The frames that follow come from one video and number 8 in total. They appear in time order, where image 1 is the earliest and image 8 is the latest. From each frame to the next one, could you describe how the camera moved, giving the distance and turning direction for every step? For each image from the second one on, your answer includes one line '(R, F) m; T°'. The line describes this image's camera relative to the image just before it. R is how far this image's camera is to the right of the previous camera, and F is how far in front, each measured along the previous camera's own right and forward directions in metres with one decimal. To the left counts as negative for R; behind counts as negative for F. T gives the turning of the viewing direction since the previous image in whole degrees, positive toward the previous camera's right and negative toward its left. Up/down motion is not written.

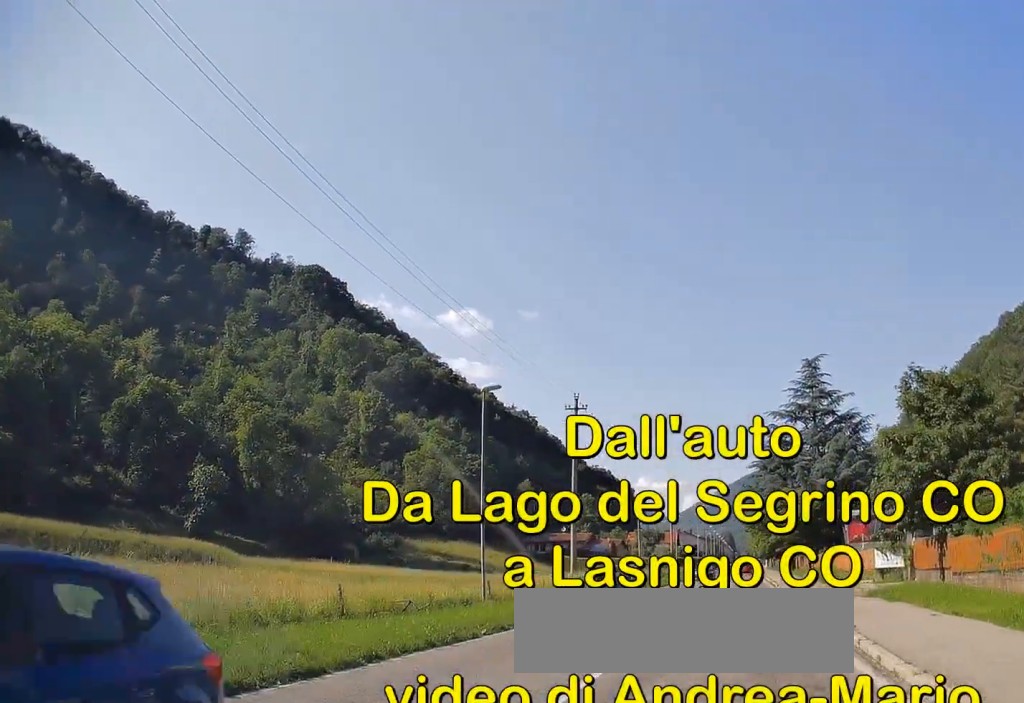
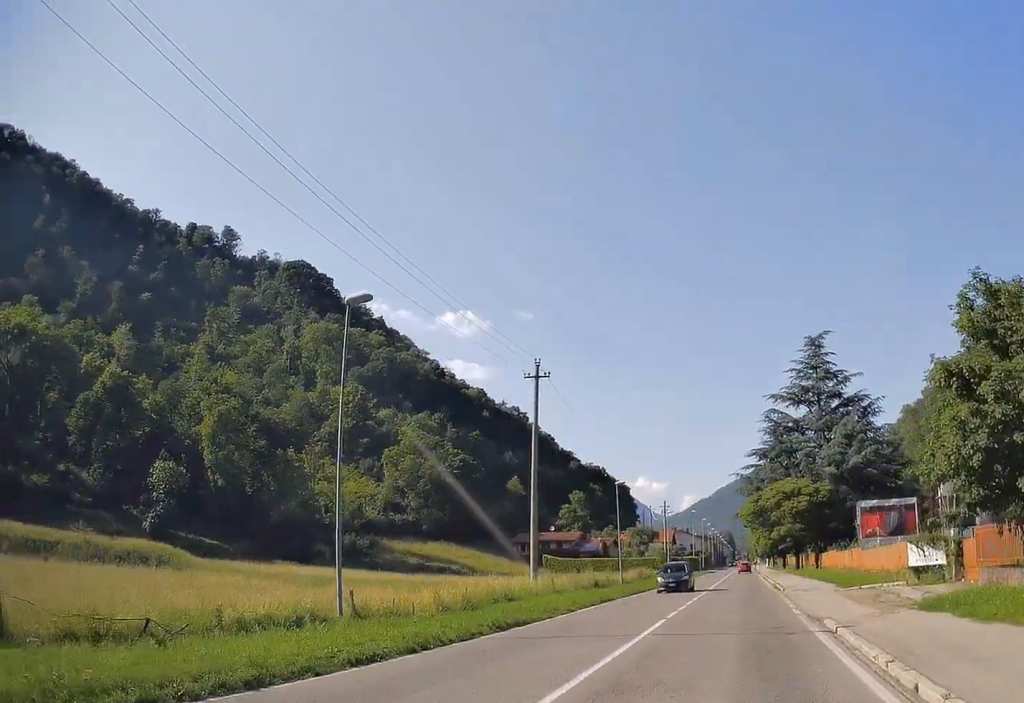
(+0.3, +9.0) m; +3°
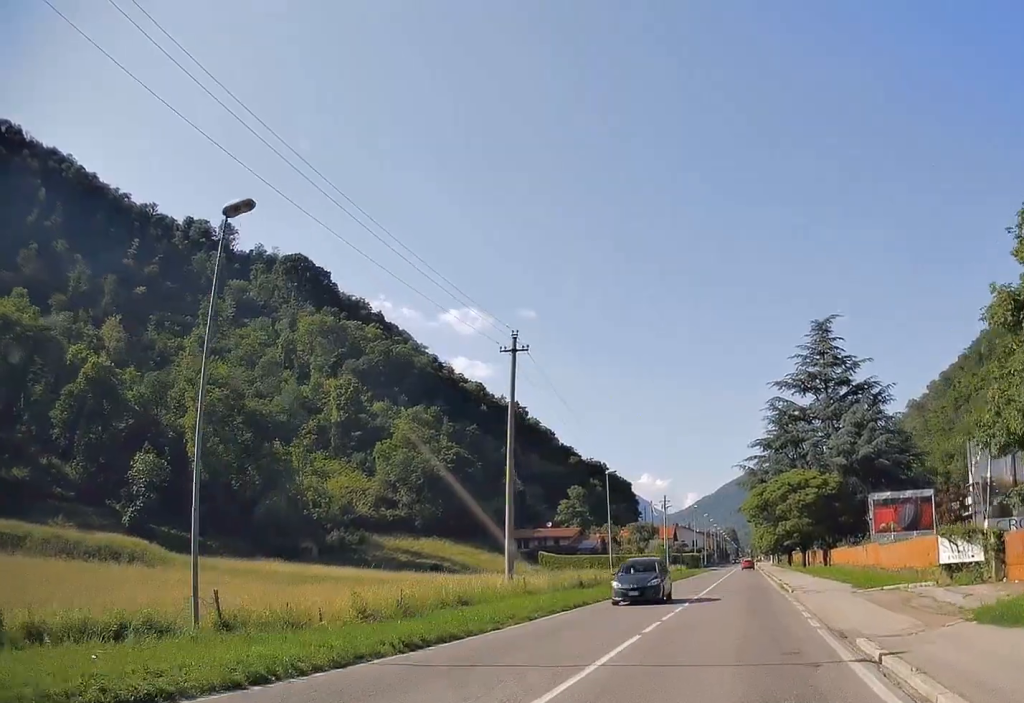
(+0.2, +4.9) m; +1°
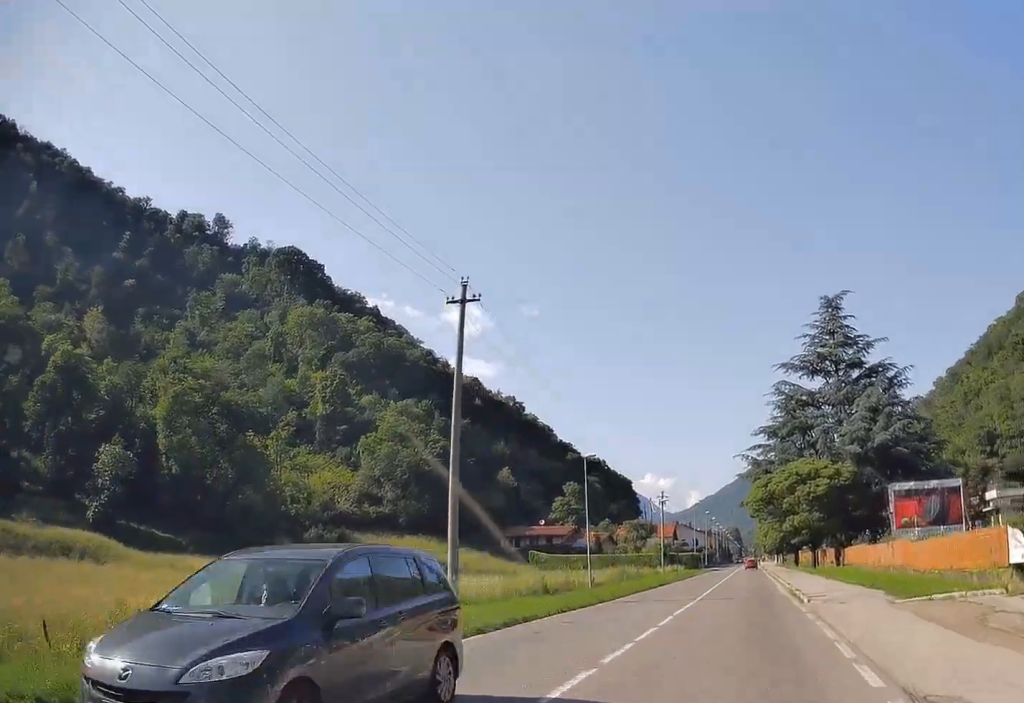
(0.0, +7.9) m; -1°
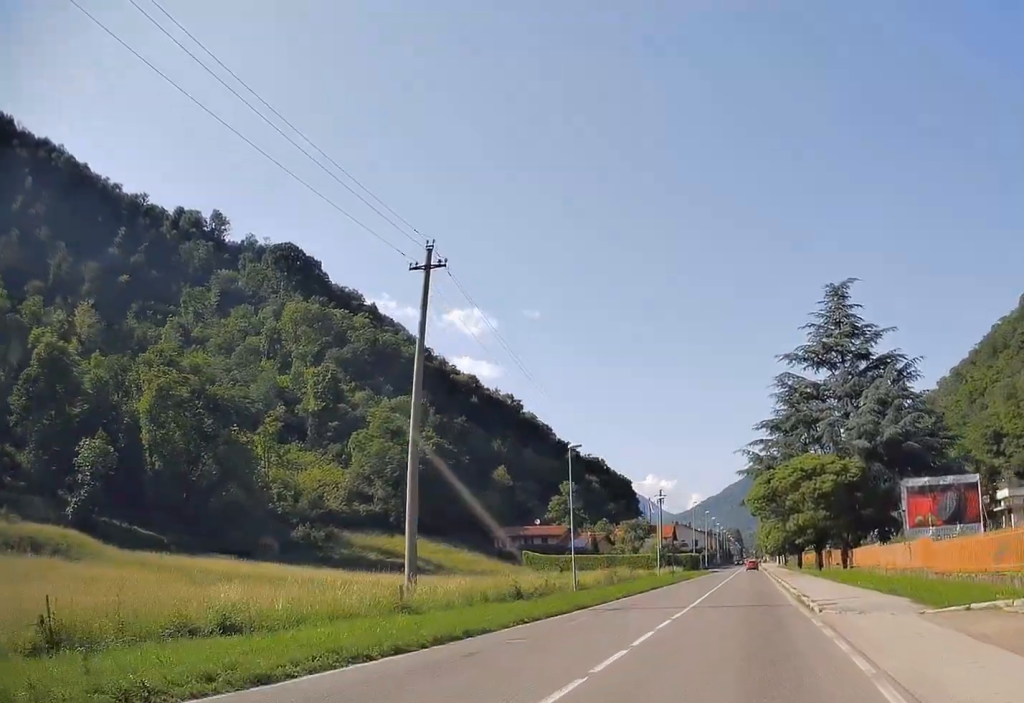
(0.0, +4.2) m; -1°
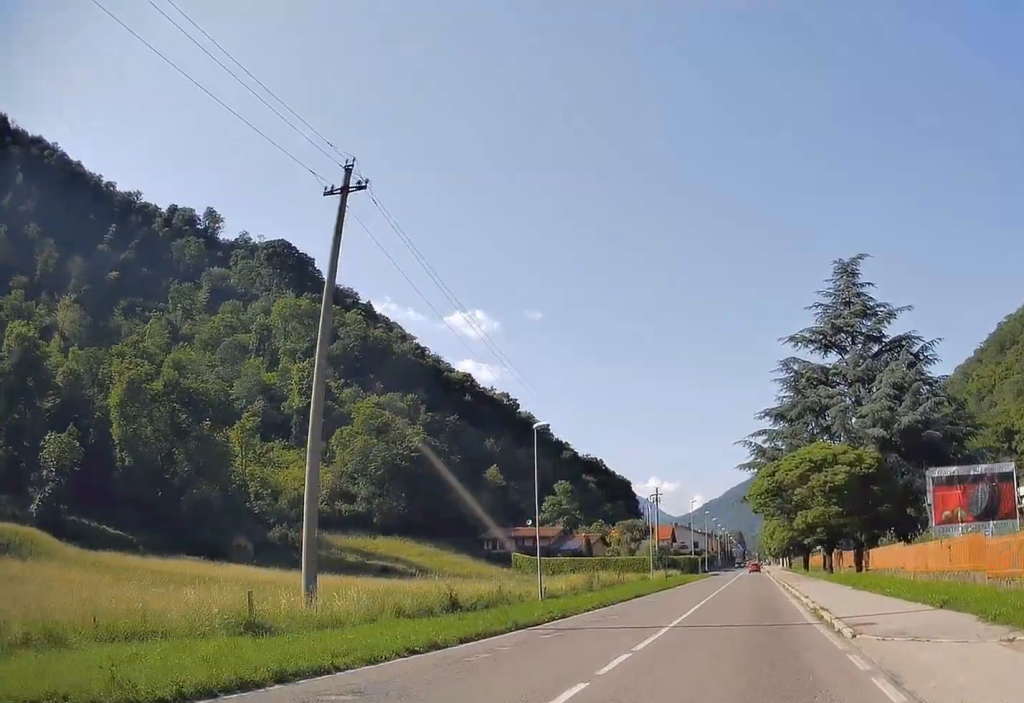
(-0.1, +7.2) m; -1°
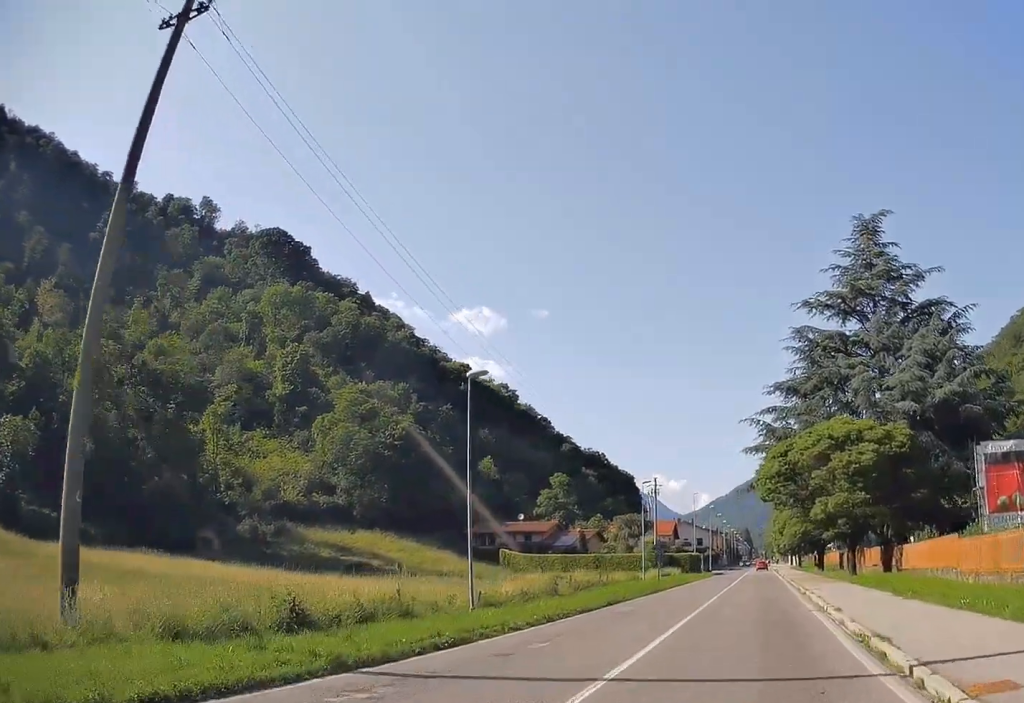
(-0.1, +9.4) m; 0°
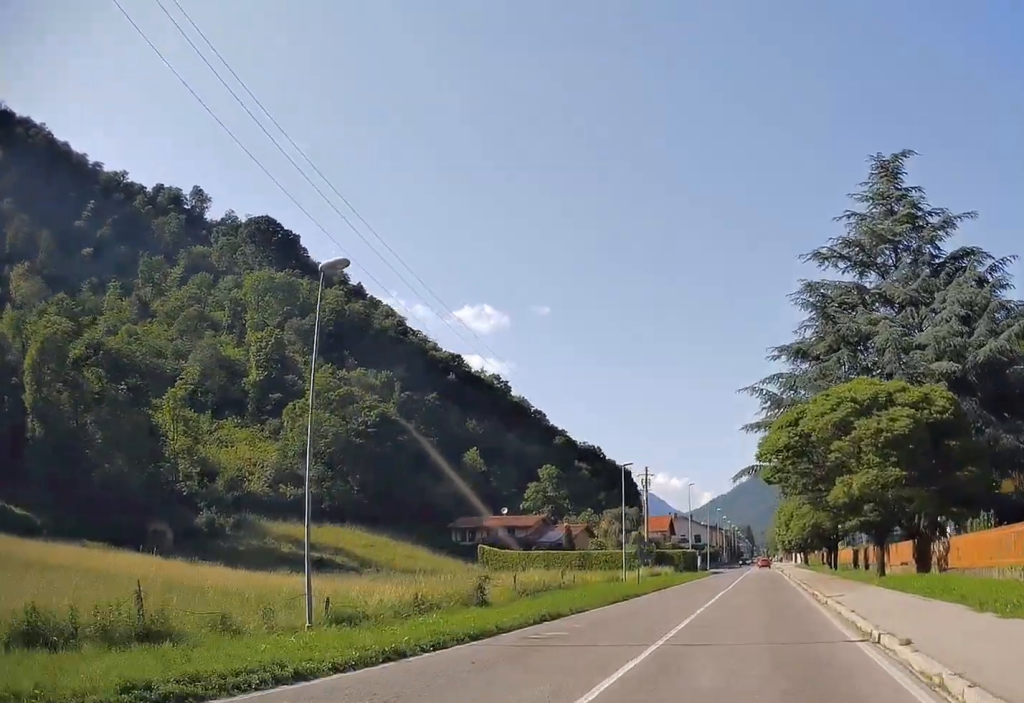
(+0.1, +9.8) m; +1°
